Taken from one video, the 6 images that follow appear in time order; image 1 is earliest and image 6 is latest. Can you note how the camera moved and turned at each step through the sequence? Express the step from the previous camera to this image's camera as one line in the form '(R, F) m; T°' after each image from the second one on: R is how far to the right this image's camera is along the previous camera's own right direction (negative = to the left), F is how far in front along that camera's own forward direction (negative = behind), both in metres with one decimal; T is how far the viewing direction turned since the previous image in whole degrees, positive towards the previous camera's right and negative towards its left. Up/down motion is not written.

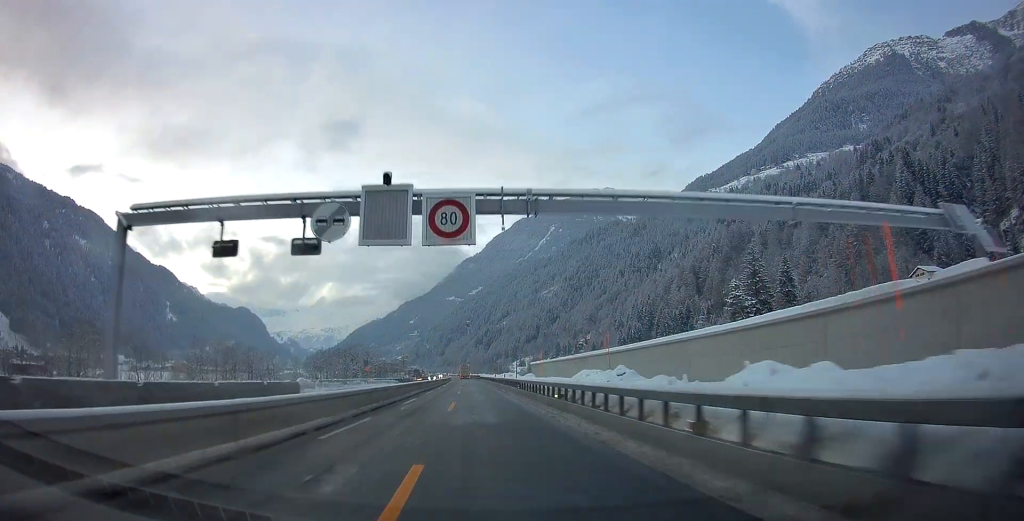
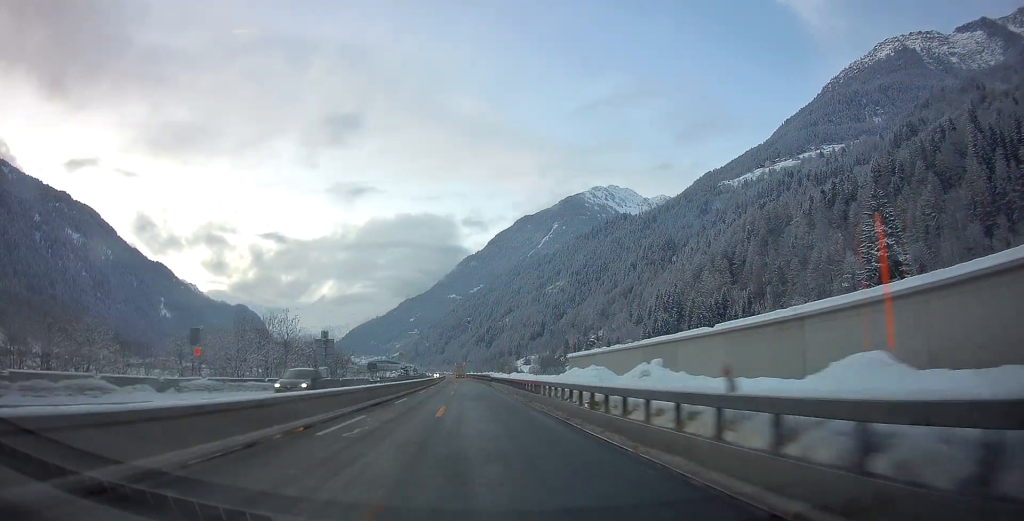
(-0.8, +58.2) m; -1°
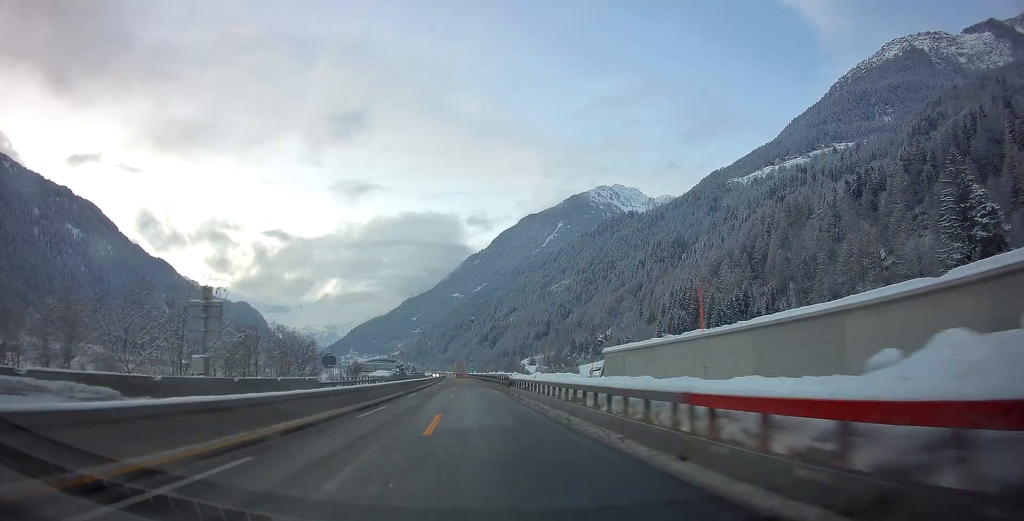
(0.0, +23.9) m; 0°
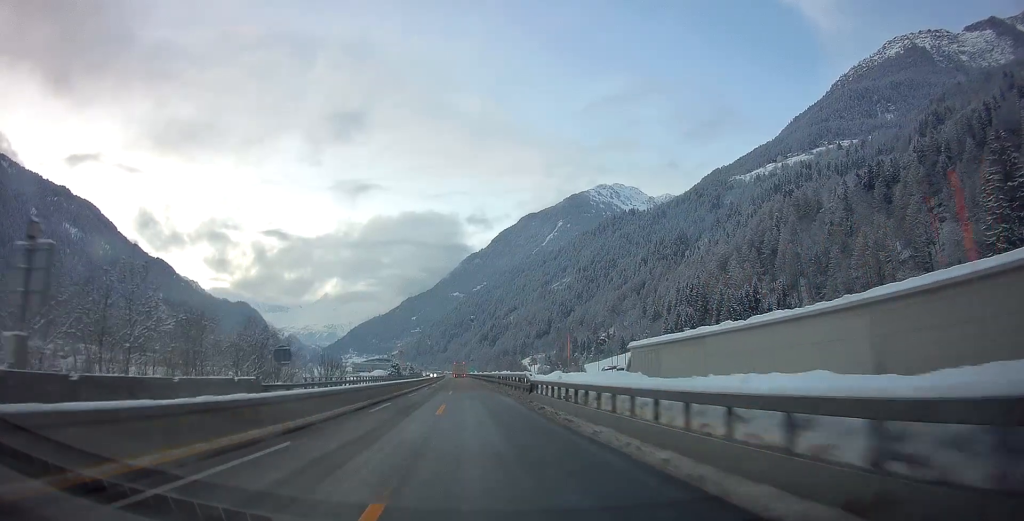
(0.0, +12.0) m; 0°
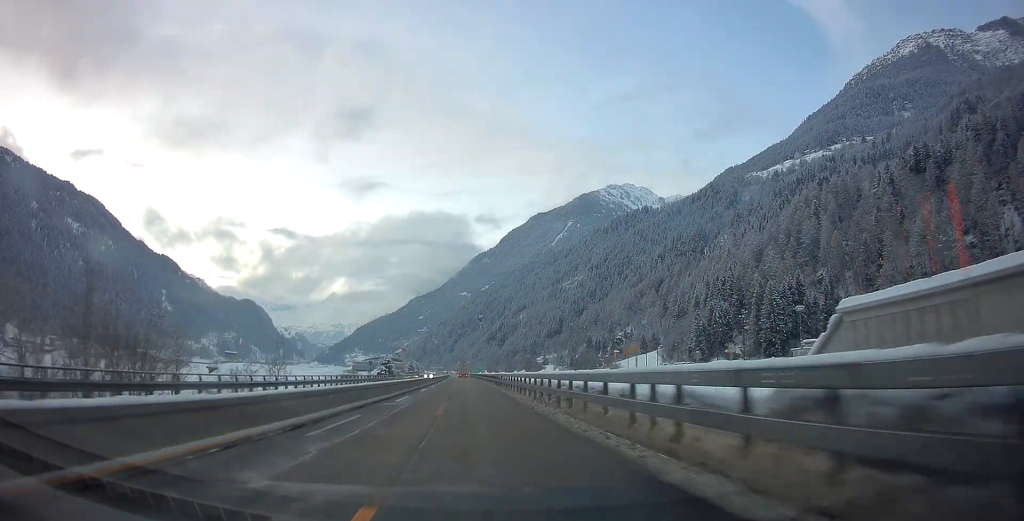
(-0.3, +37.7) m; -1°
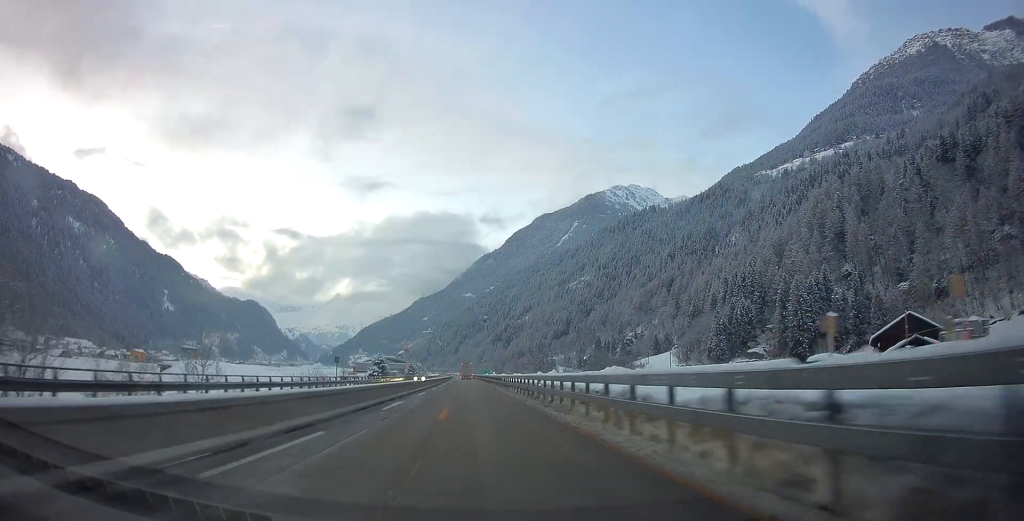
(-0.1, +19.1) m; 0°
